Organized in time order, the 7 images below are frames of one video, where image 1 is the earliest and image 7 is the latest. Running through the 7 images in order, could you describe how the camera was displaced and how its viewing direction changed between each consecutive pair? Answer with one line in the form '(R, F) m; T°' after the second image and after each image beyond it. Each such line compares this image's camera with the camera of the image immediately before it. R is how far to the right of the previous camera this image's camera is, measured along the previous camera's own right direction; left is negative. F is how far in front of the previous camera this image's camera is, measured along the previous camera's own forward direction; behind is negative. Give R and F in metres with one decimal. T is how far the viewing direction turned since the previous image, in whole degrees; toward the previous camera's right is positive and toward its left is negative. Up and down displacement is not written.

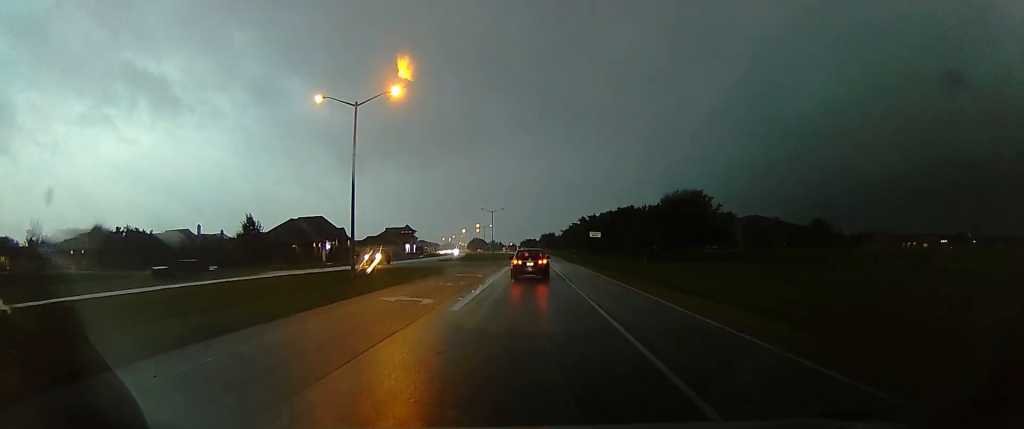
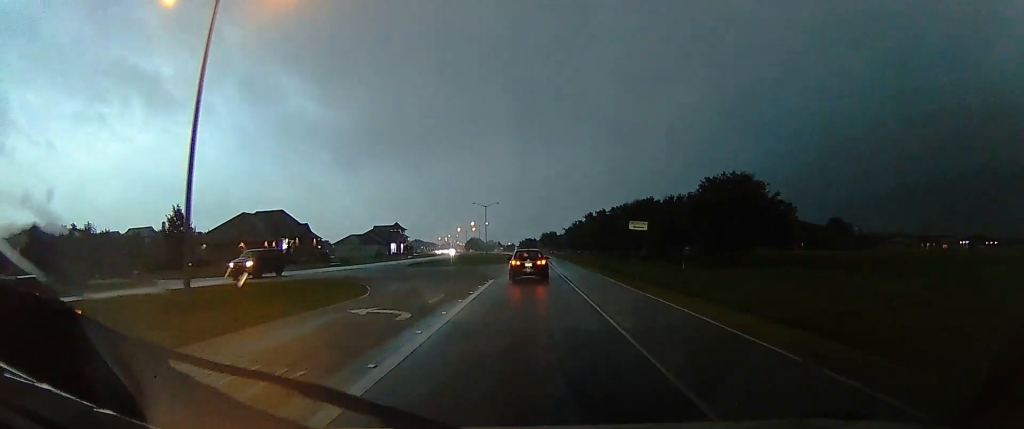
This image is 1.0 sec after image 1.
(+0.3, +18.4) m; 0°
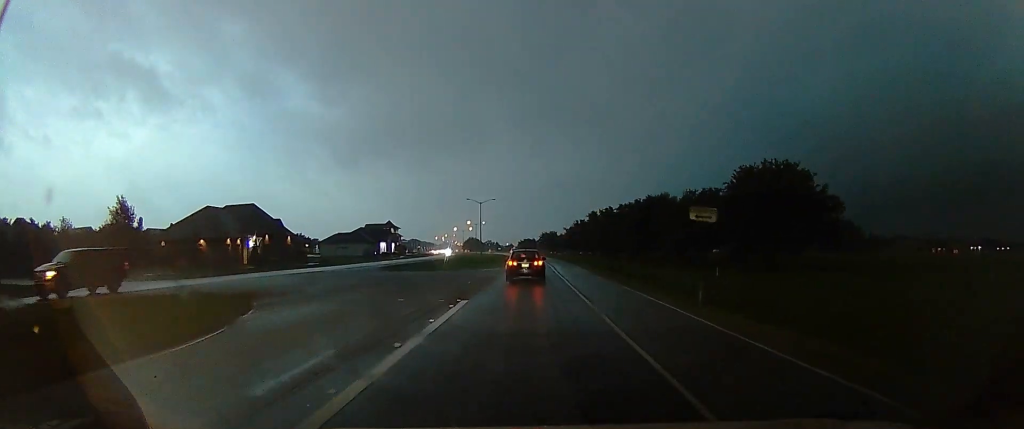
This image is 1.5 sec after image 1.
(-0.7, +10.7) m; 0°
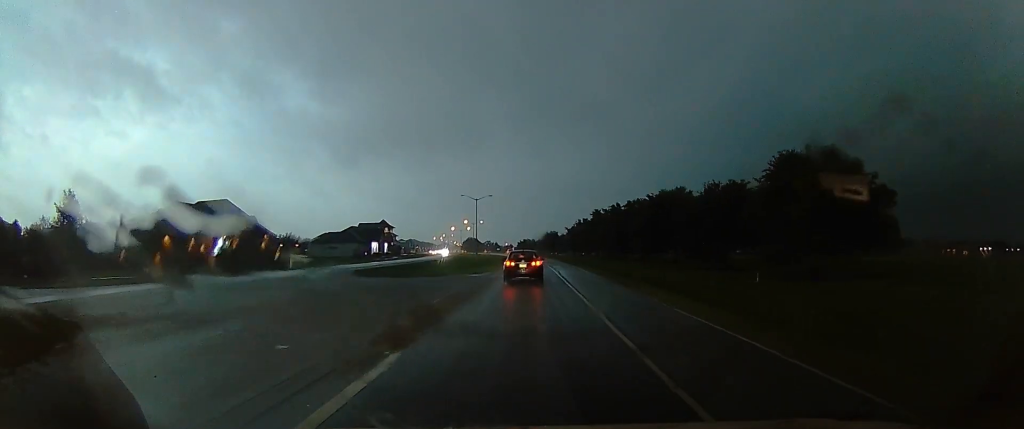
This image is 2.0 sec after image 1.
(+0.4, +8.2) m; 0°
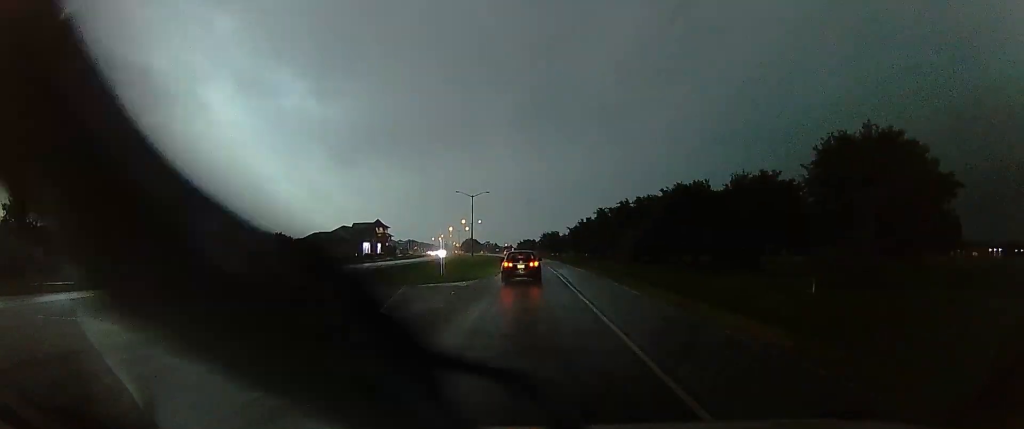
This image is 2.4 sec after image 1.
(+0.5, +7.6) m; 0°
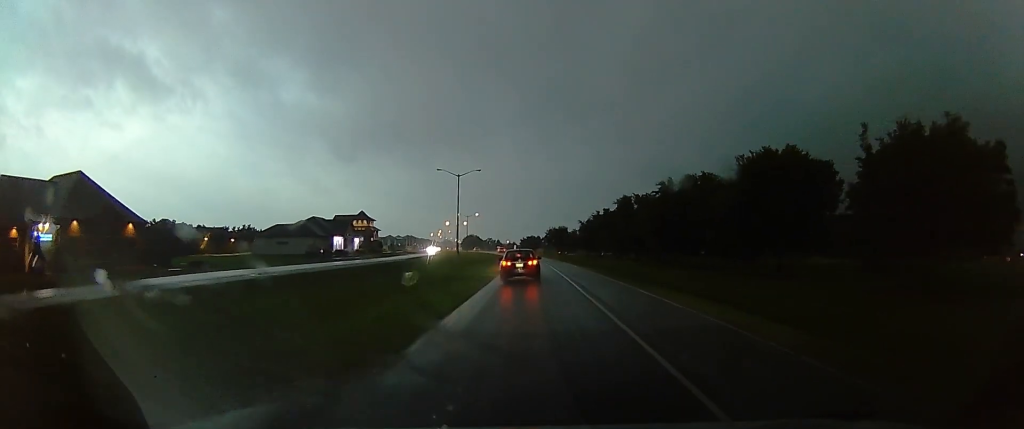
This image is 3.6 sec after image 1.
(-1.0, +23.6) m; 0°
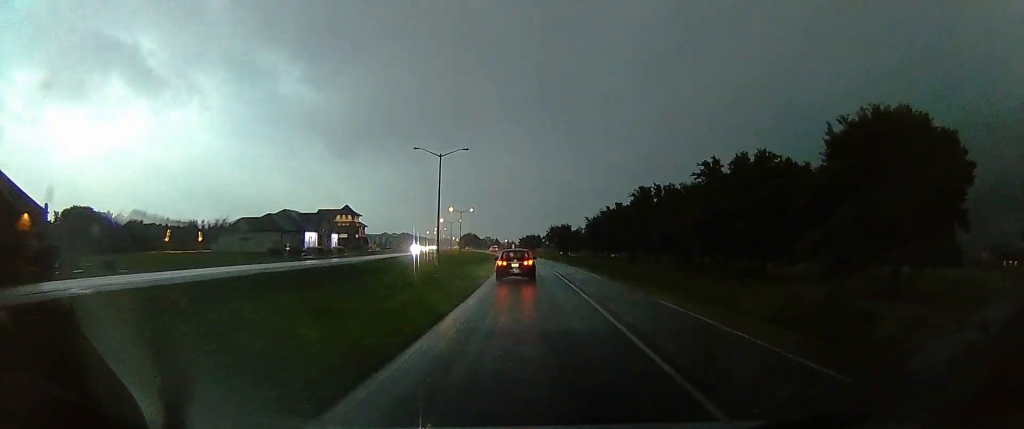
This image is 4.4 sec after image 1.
(+0.9, +15.6) m; 0°
